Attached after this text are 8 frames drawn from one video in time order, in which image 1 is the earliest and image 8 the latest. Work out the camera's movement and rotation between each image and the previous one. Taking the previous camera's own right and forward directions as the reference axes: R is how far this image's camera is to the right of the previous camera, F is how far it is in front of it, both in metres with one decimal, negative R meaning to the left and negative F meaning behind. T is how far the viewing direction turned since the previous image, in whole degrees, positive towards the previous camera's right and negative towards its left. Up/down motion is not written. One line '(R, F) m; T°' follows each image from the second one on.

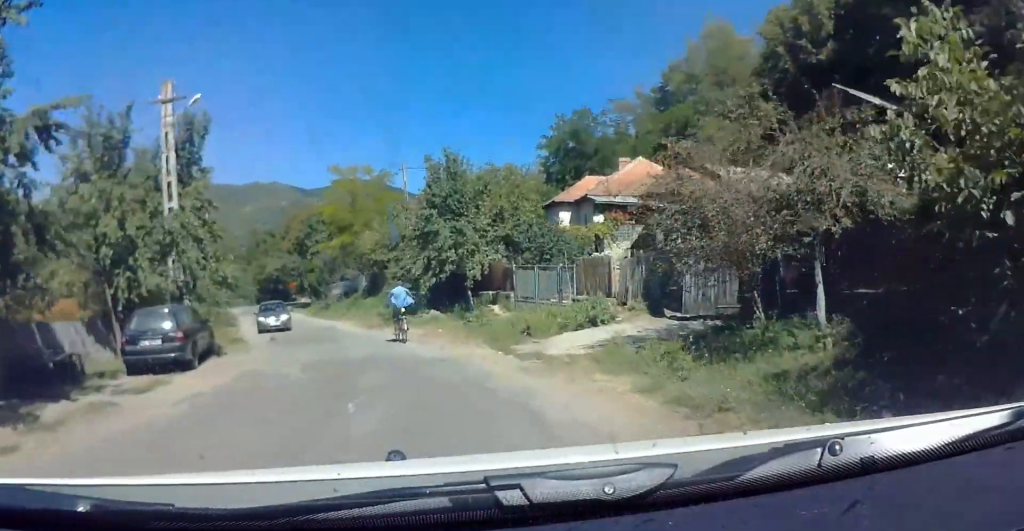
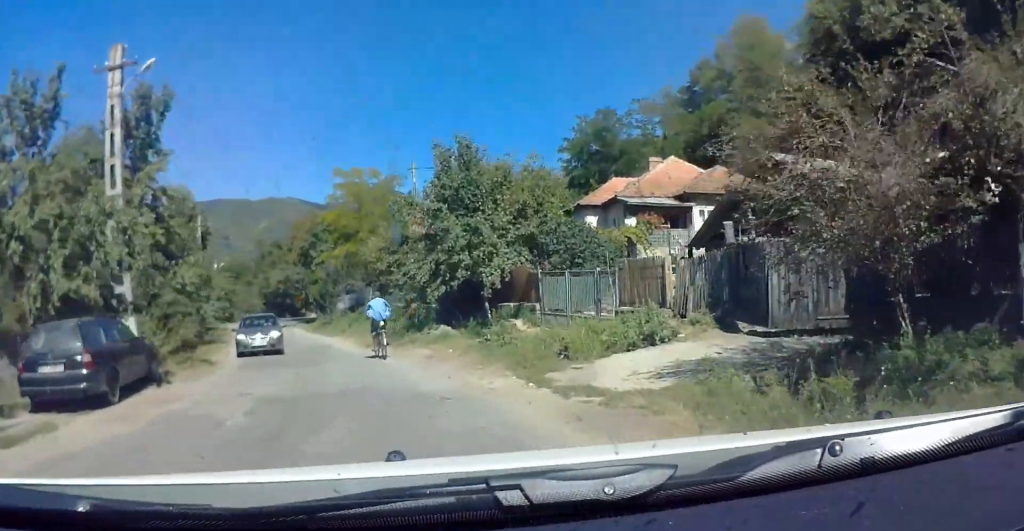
(+0.1, +4.5) m; -3°
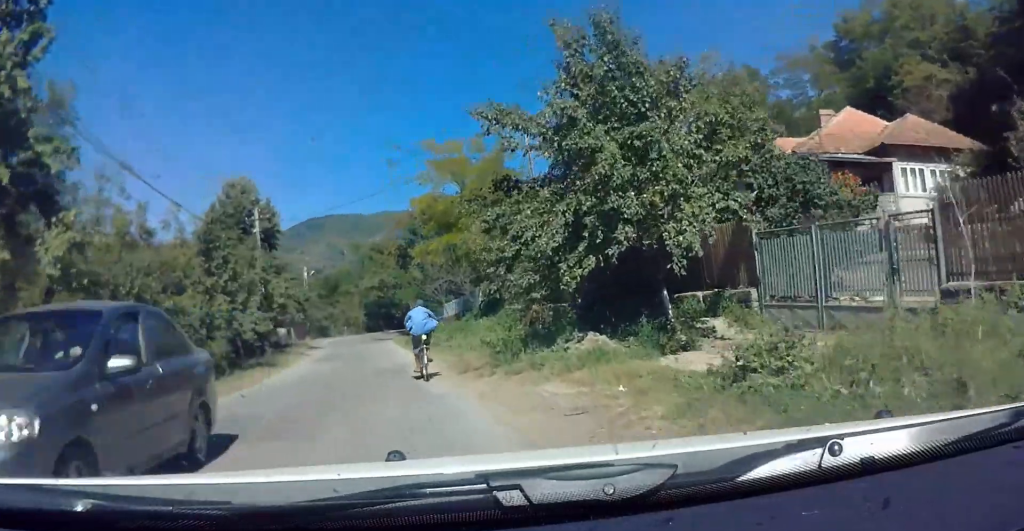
(-1.1, +10.3) m; -8°
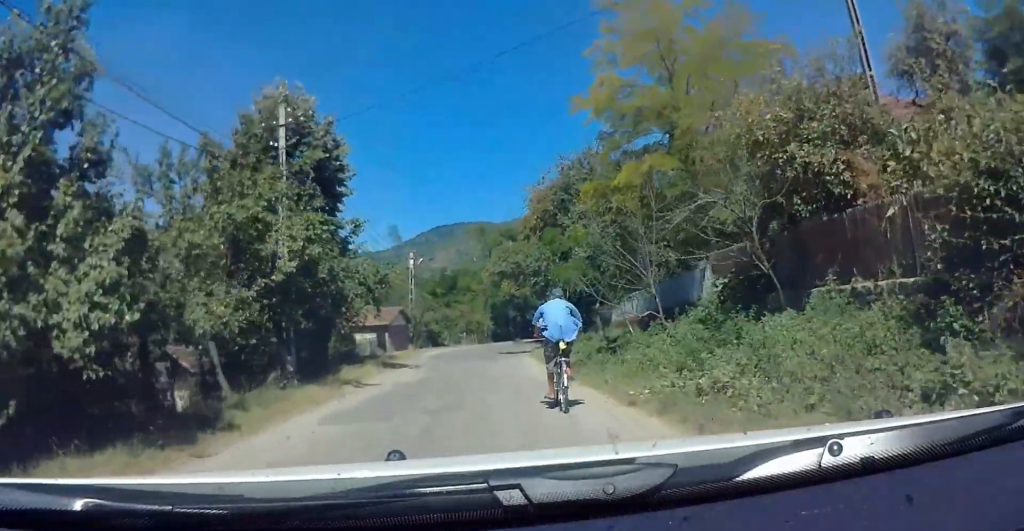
(-0.7, +18.4) m; -2°
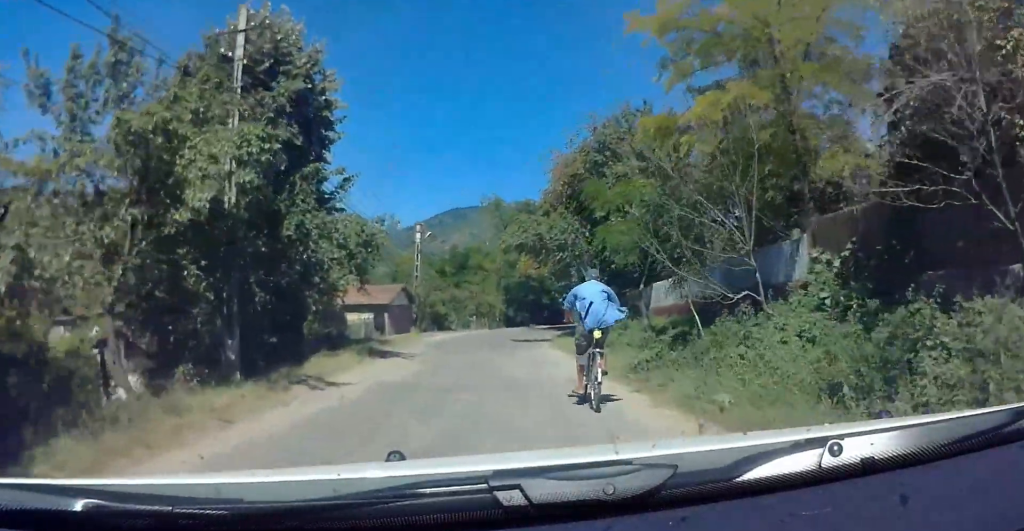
(0.0, +5.2) m; +1°
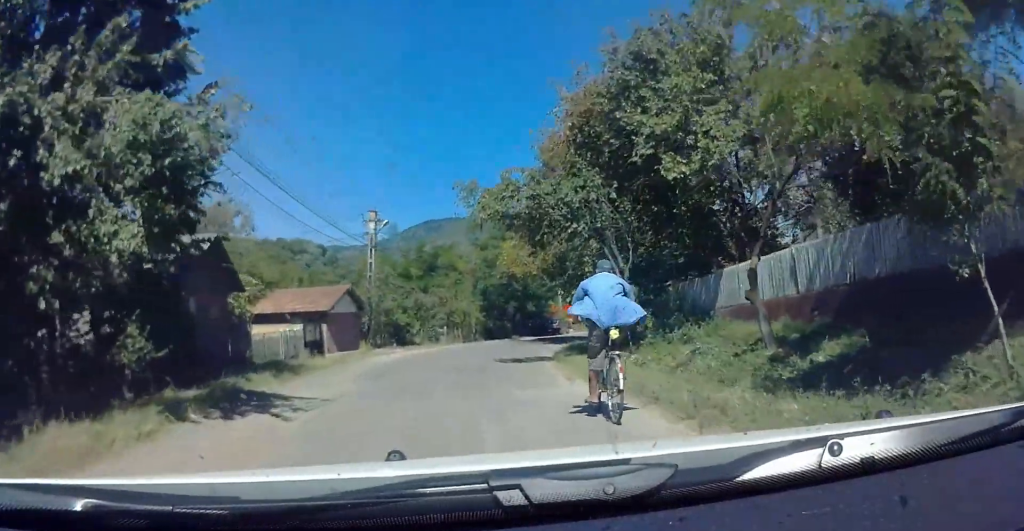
(+0.3, +11.8) m; 0°
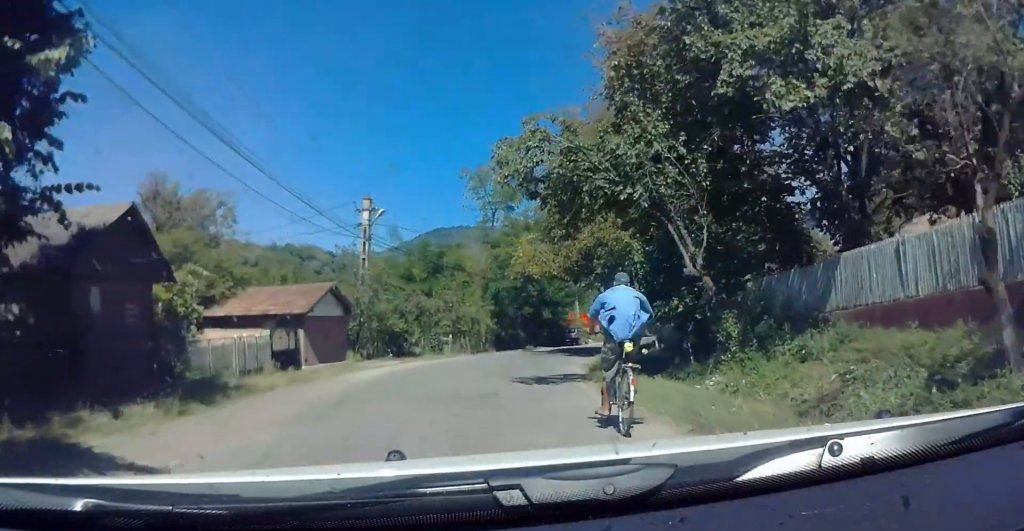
(-0.3, +6.1) m; -1°
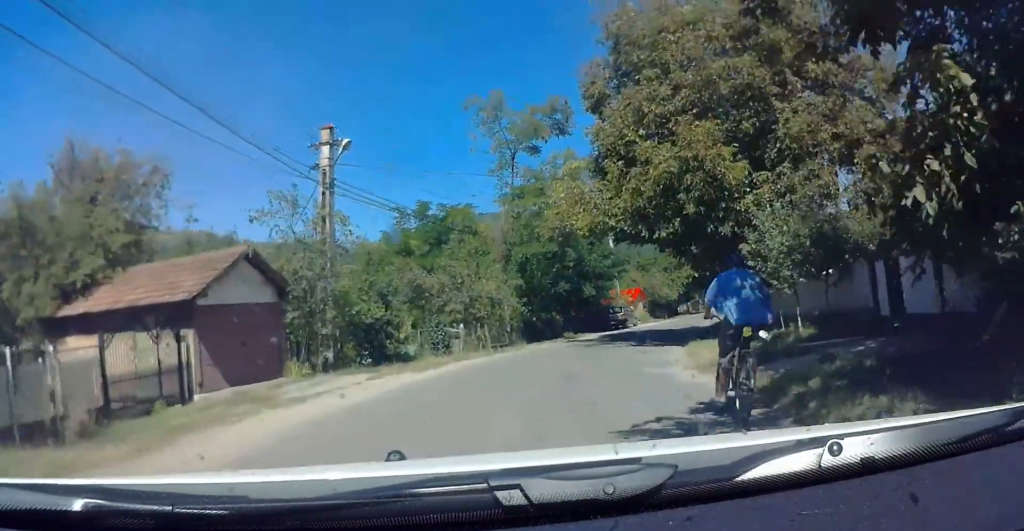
(0.0, +11.0) m; -1°
